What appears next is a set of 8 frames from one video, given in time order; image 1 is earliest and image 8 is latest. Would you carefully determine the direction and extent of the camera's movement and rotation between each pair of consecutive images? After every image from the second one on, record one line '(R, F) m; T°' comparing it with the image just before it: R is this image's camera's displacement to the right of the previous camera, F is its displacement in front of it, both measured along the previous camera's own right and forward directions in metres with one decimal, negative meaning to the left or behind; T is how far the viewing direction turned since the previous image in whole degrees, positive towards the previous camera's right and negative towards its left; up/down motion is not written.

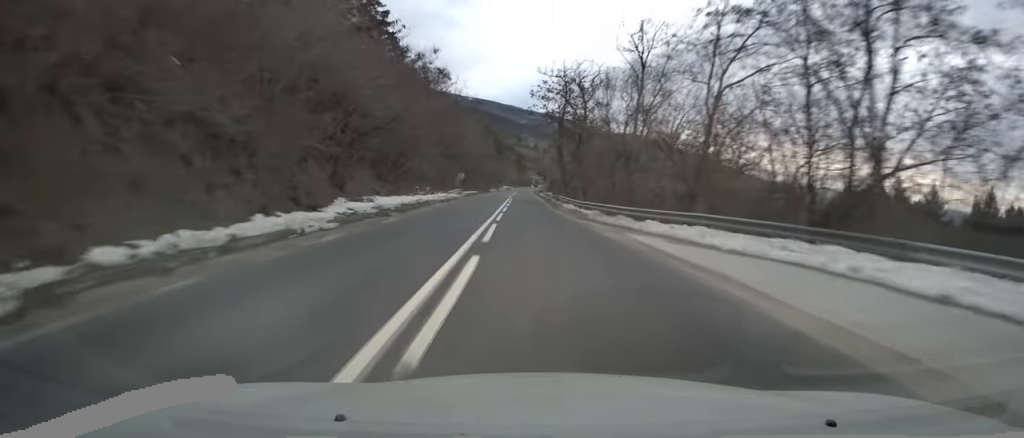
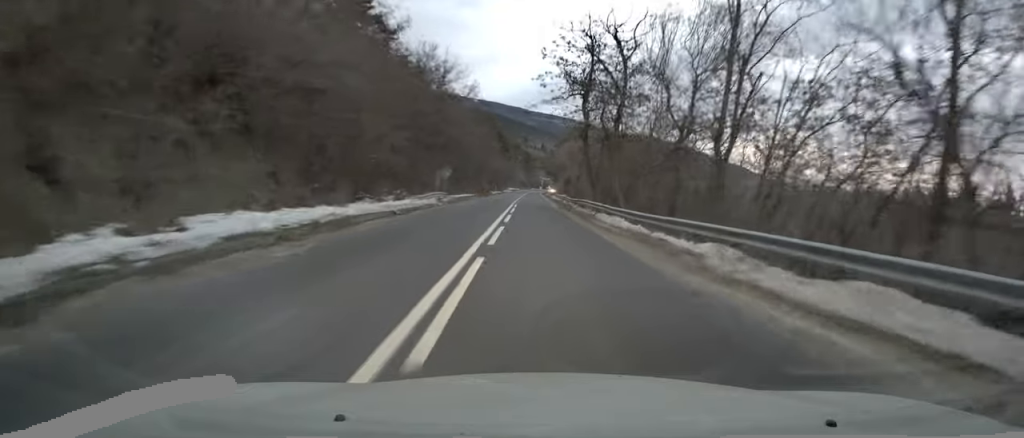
(-0.4, +17.4) m; -1°
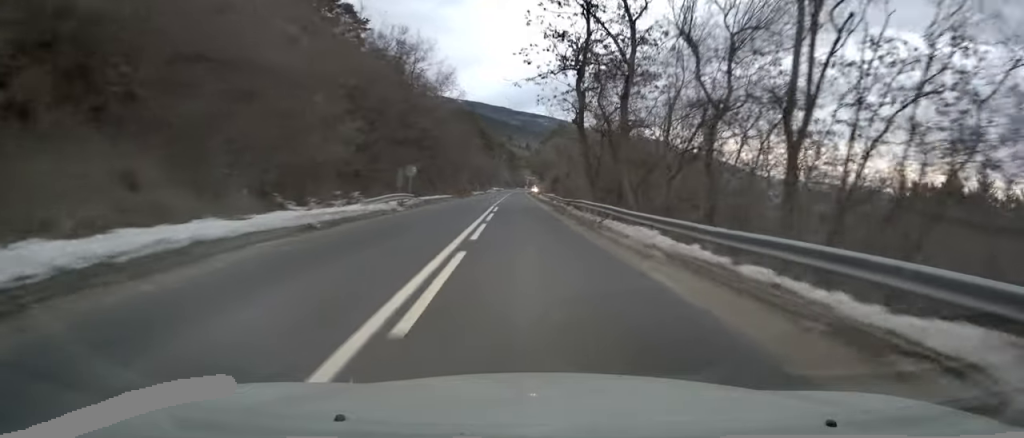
(0.0, +7.7) m; 0°
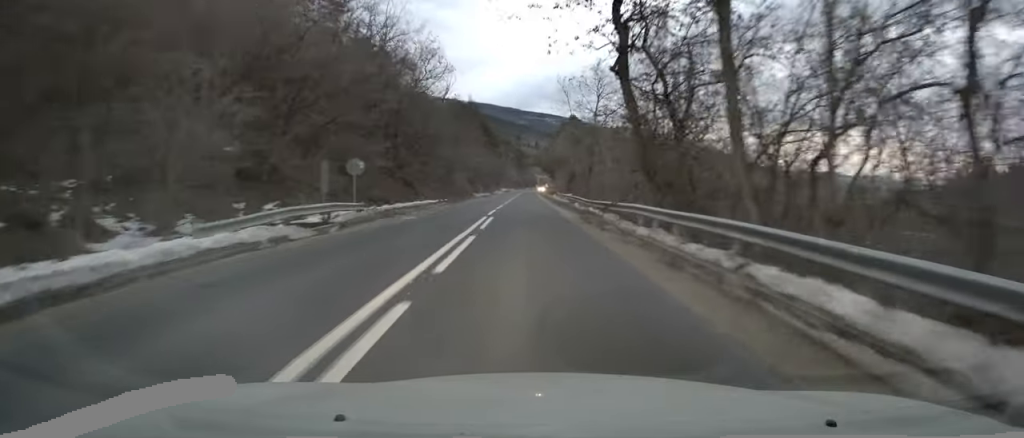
(0.0, +13.6) m; 0°
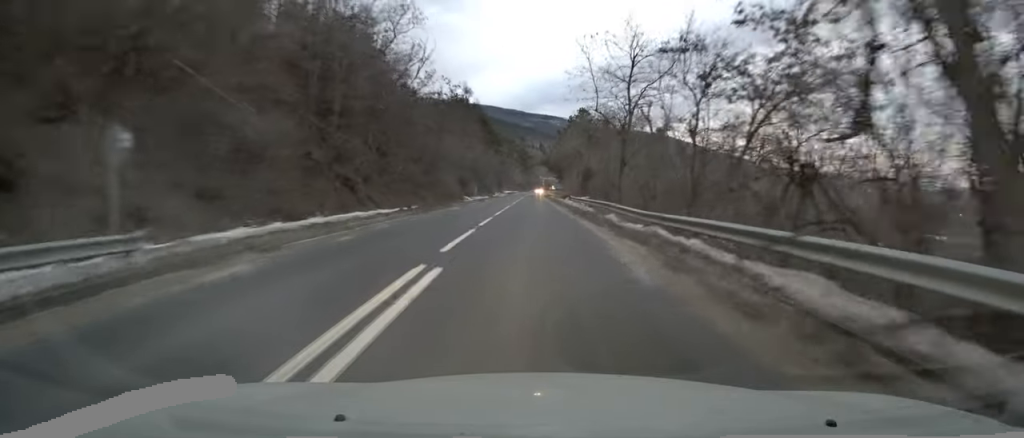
(0.0, +14.8) m; +1°
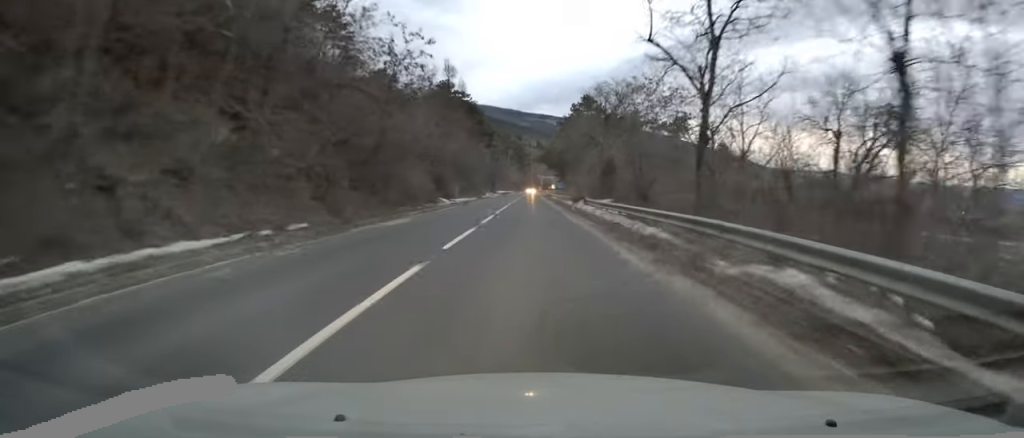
(+0.3, +16.4) m; +2°
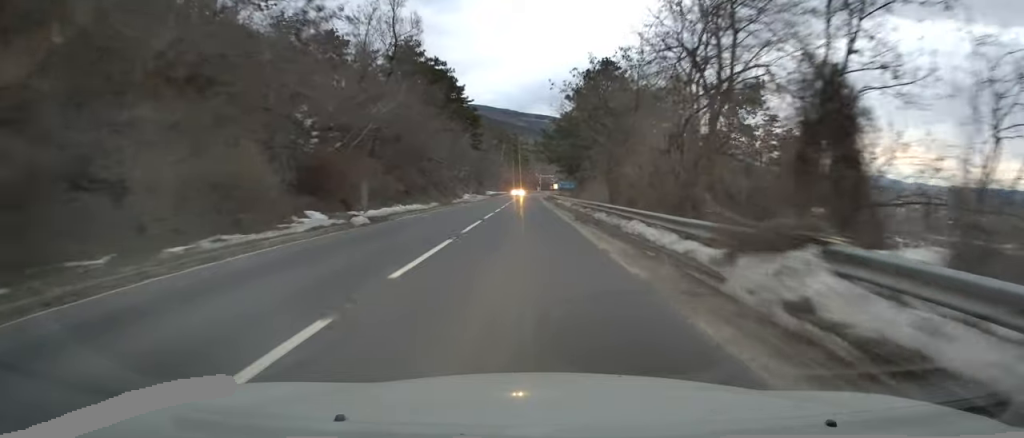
(-0.3, +30.1) m; -2°
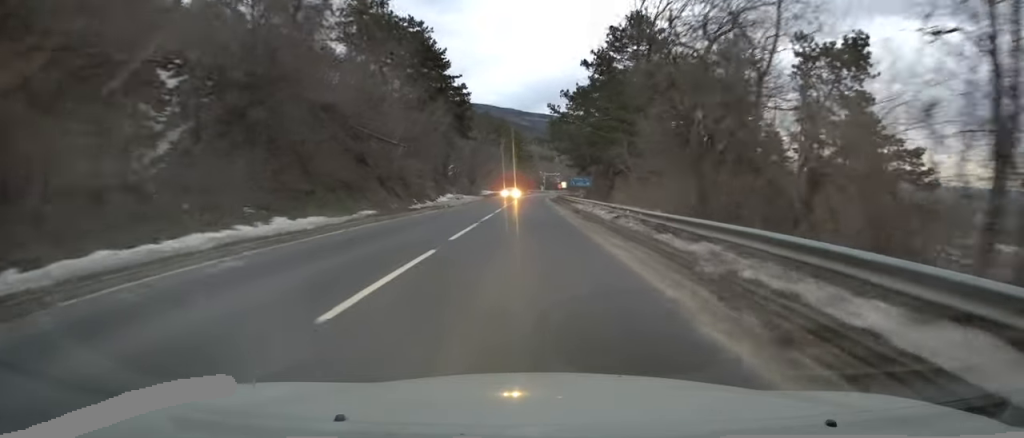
(-0.2, +19.5) m; +1°
